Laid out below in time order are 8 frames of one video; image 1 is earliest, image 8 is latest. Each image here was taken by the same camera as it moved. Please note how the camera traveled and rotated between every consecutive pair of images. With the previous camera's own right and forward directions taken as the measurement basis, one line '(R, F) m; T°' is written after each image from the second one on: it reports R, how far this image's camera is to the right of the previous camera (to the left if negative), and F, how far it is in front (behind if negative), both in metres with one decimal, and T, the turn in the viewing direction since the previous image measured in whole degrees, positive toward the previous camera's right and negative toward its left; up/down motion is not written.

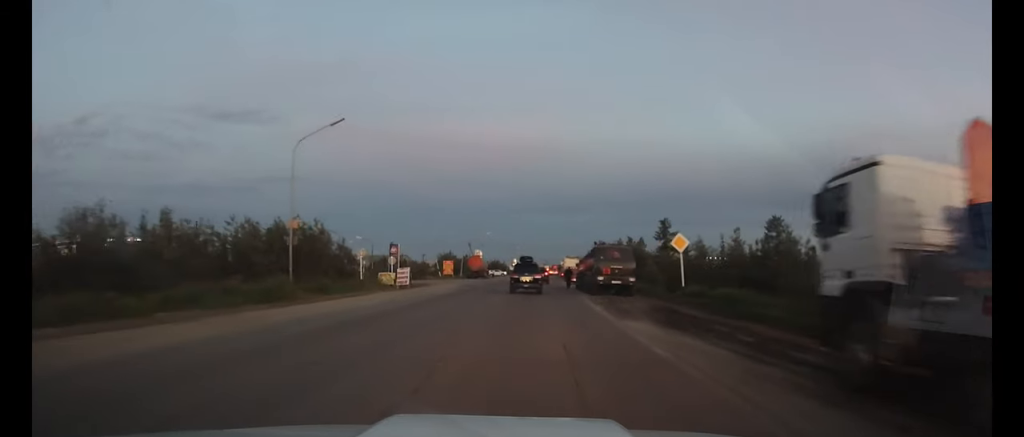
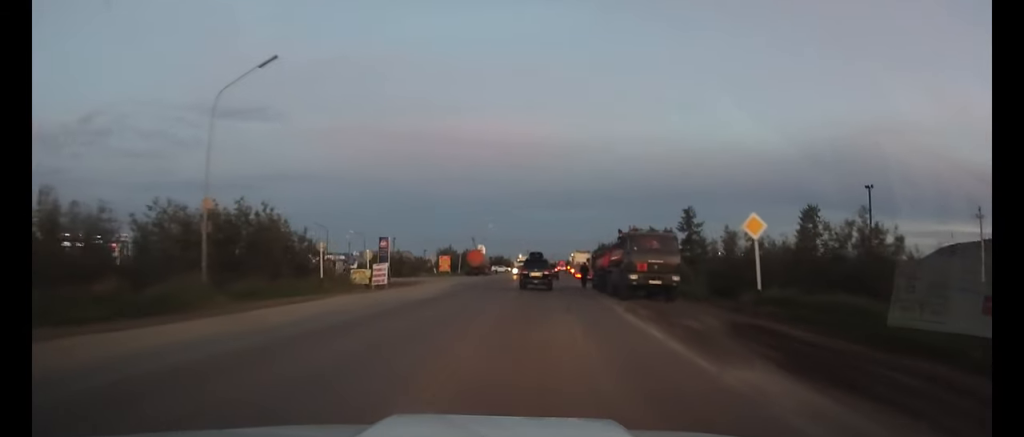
(0.0, +8.6) m; 0°
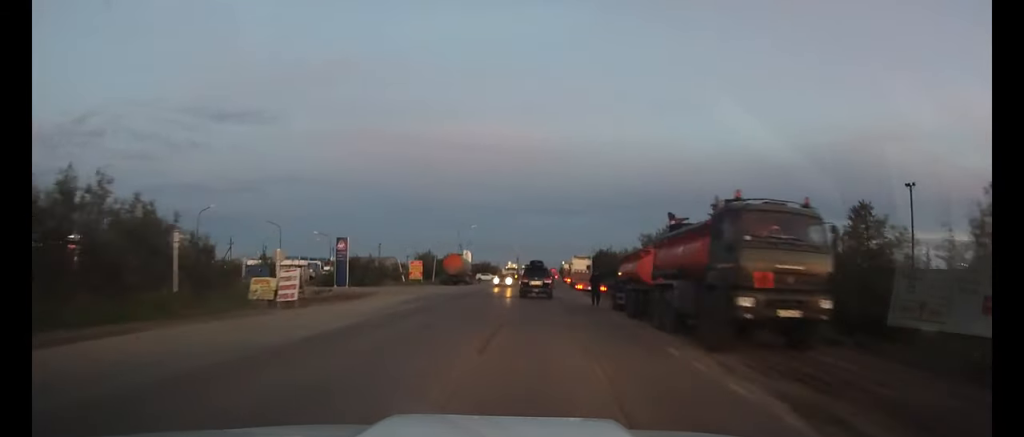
(+0.1, +13.5) m; 0°
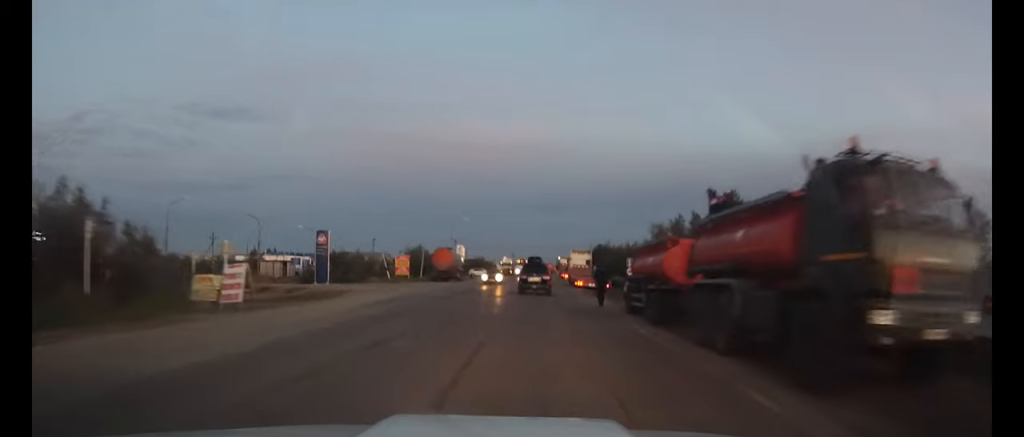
(0.0, +4.6) m; 0°
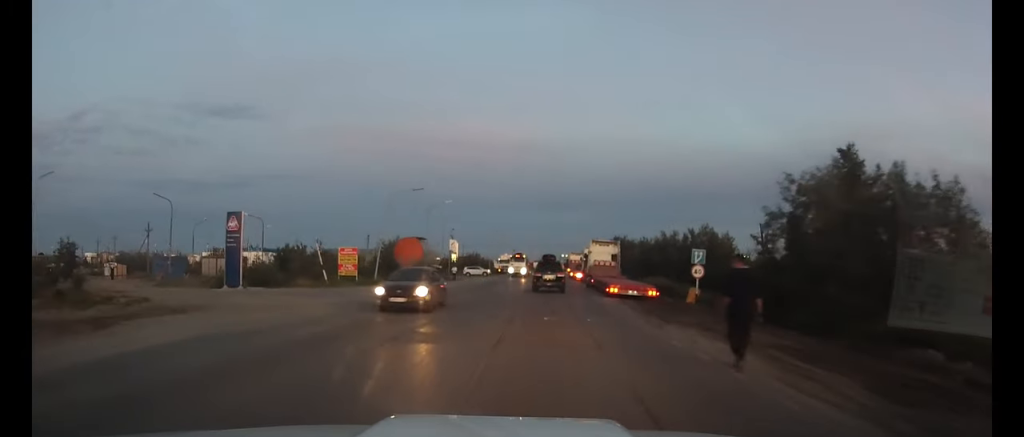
(+0.1, +18.8) m; 0°
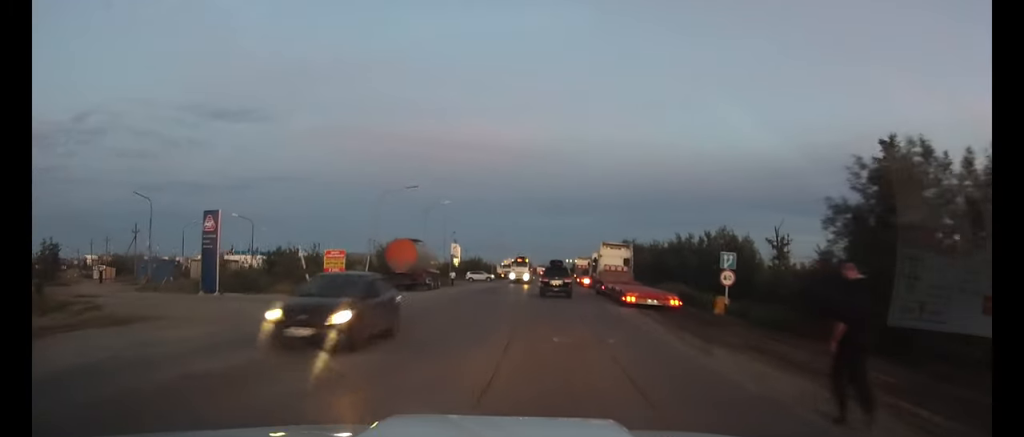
(0.0, +4.0) m; 0°
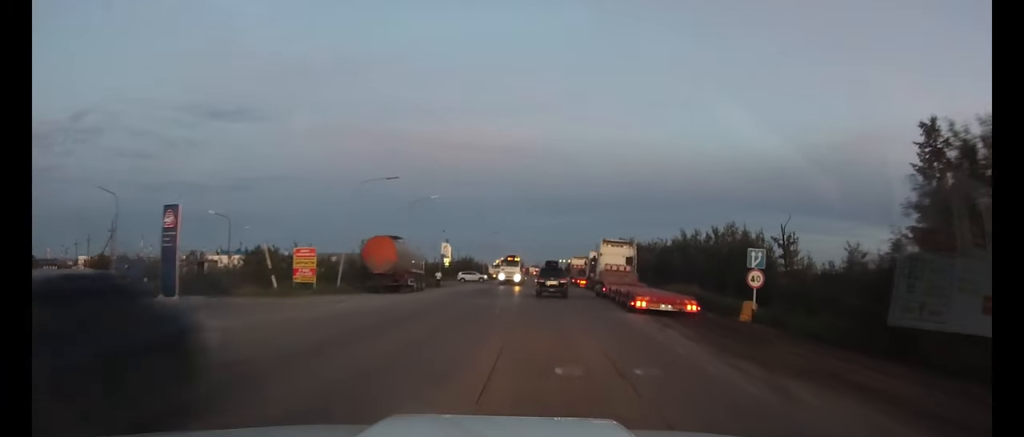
(0.0, +4.4) m; +1°
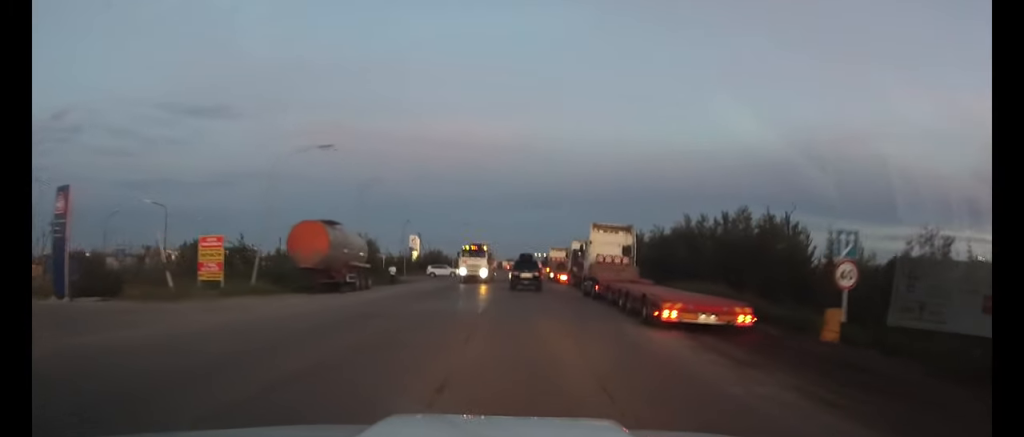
(+0.1, +8.7) m; +1°
